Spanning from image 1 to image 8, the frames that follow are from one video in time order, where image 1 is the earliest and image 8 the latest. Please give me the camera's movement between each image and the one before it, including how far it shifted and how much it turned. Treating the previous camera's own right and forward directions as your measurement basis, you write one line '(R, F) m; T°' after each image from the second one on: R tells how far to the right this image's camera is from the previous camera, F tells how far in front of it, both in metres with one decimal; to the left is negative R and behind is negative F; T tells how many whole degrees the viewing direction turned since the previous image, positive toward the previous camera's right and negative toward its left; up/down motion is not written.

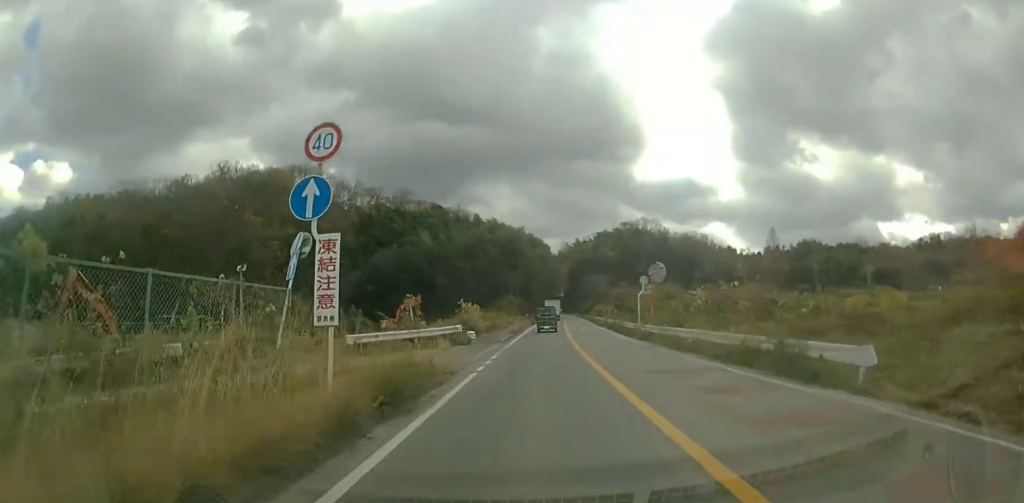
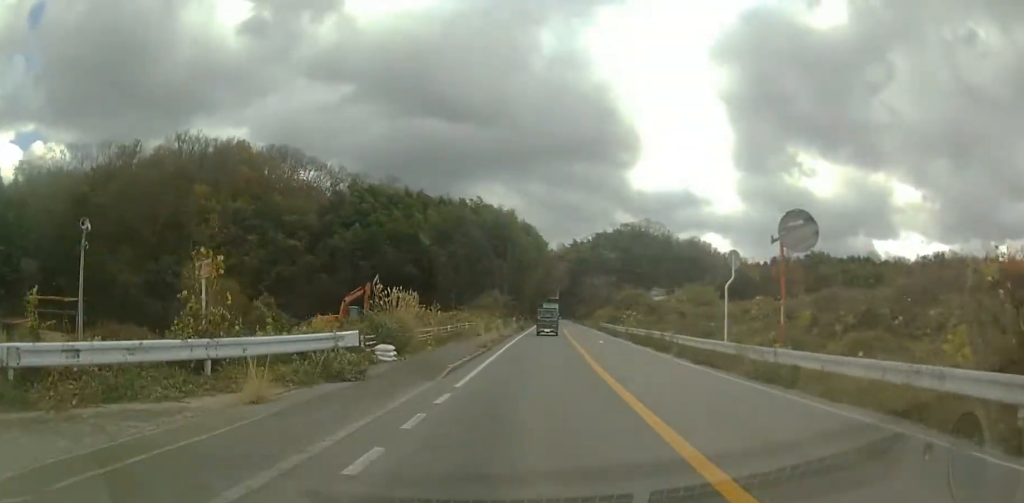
(+0.2, +15.7) m; +1°
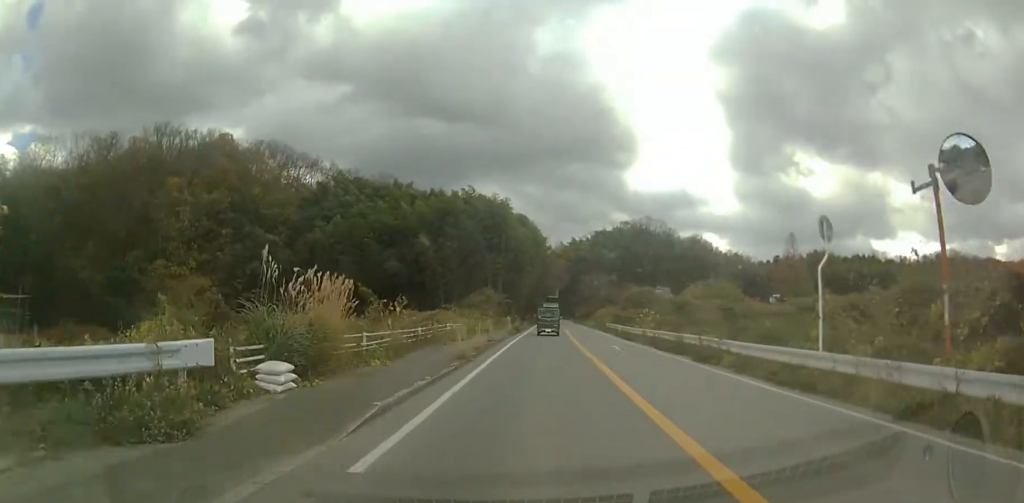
(0.0, +6.2) m; +1°
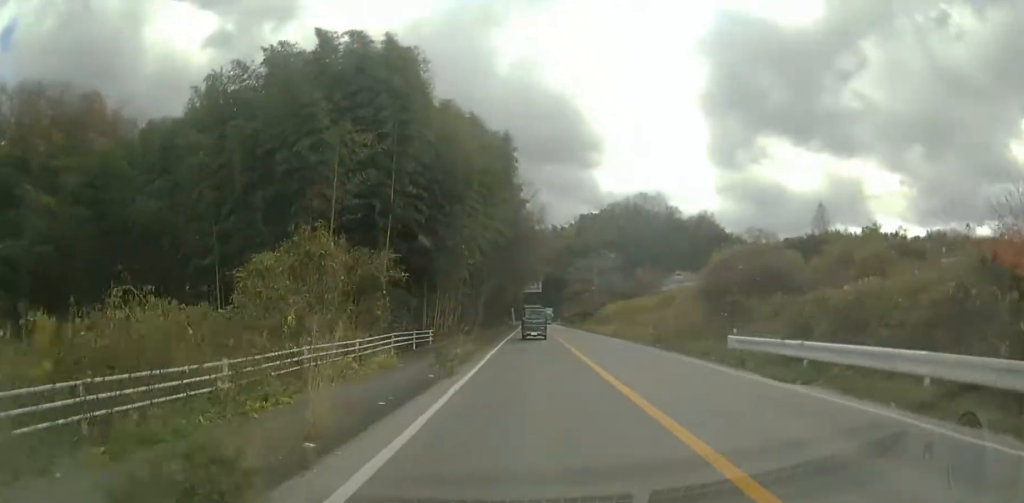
(+1.0, +35.8) m; +3°
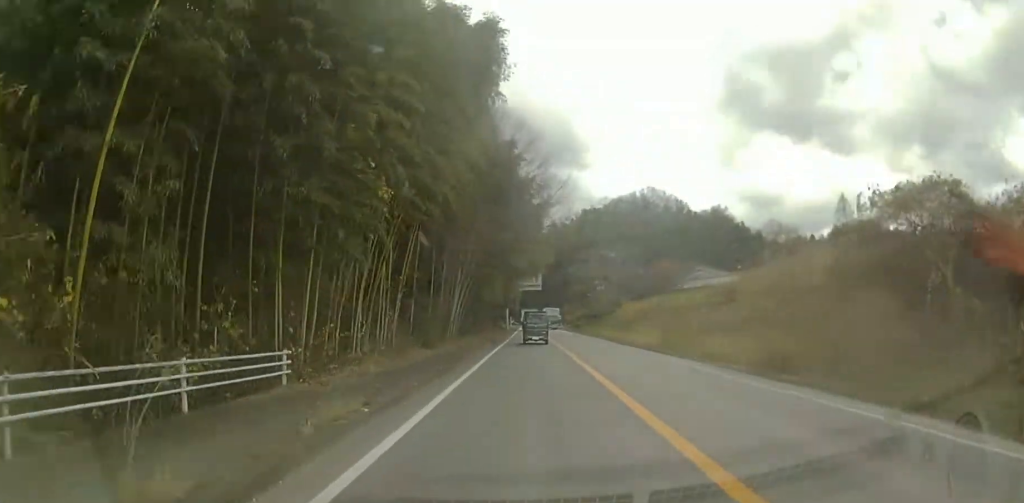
(+0.1, +13.8) m; 0°
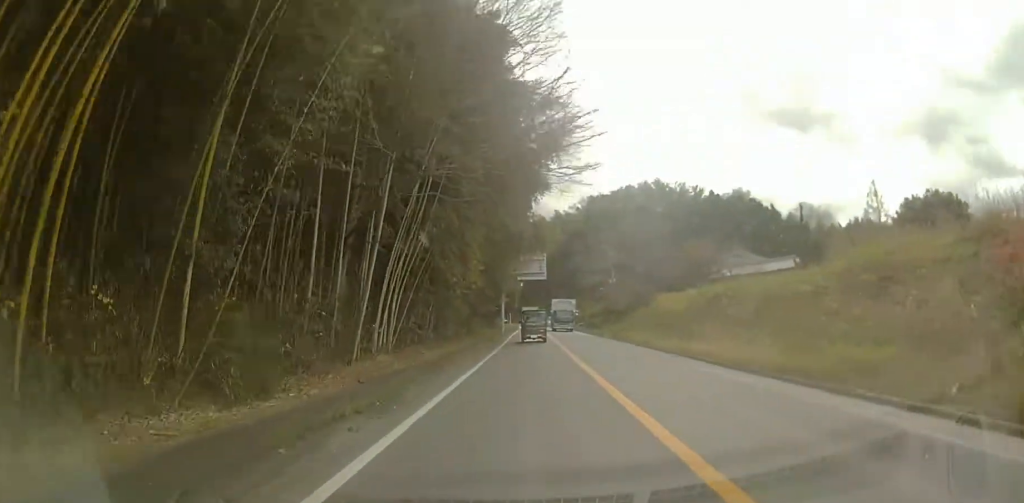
(0.0, +14.5) m; 0°
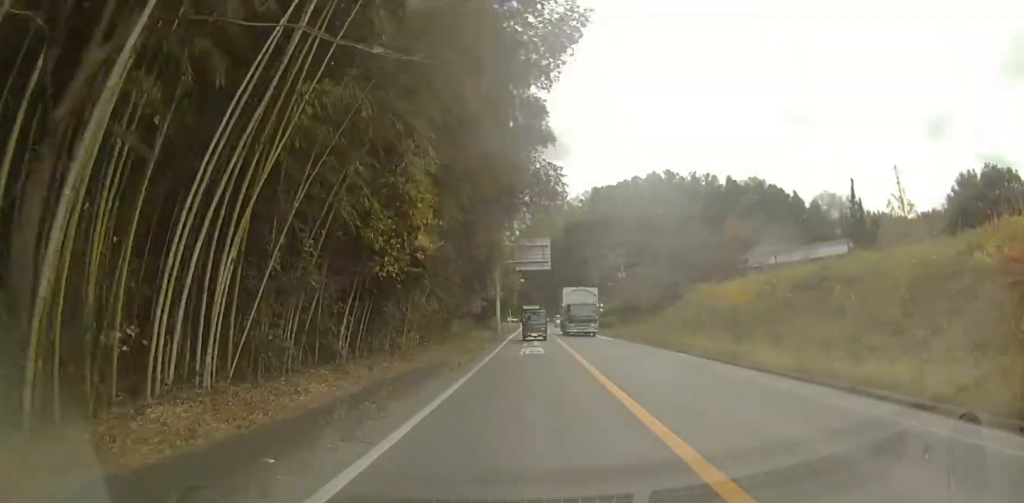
(0.0, +9.9) m; -1°
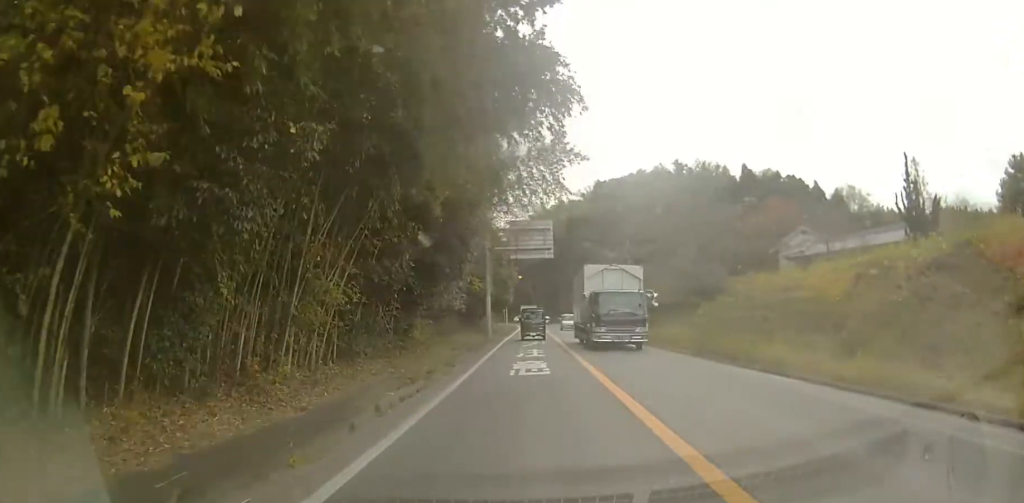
(0.0, +8.0) m; -1°
